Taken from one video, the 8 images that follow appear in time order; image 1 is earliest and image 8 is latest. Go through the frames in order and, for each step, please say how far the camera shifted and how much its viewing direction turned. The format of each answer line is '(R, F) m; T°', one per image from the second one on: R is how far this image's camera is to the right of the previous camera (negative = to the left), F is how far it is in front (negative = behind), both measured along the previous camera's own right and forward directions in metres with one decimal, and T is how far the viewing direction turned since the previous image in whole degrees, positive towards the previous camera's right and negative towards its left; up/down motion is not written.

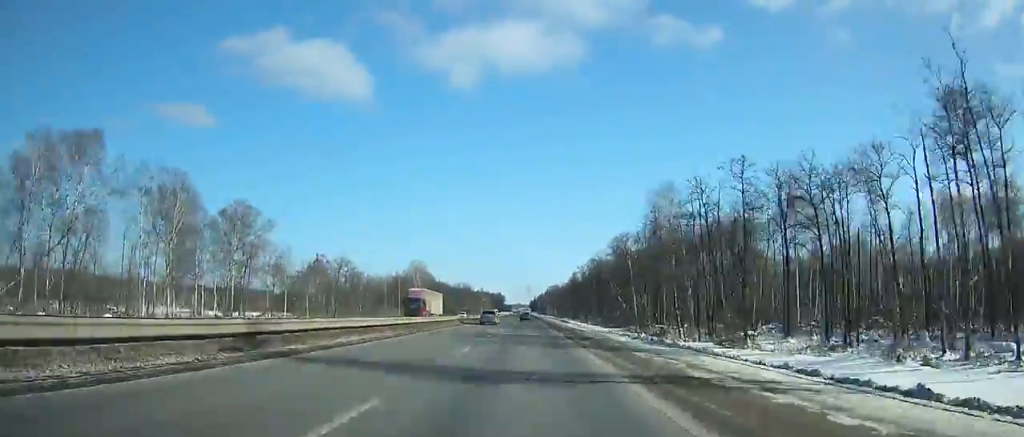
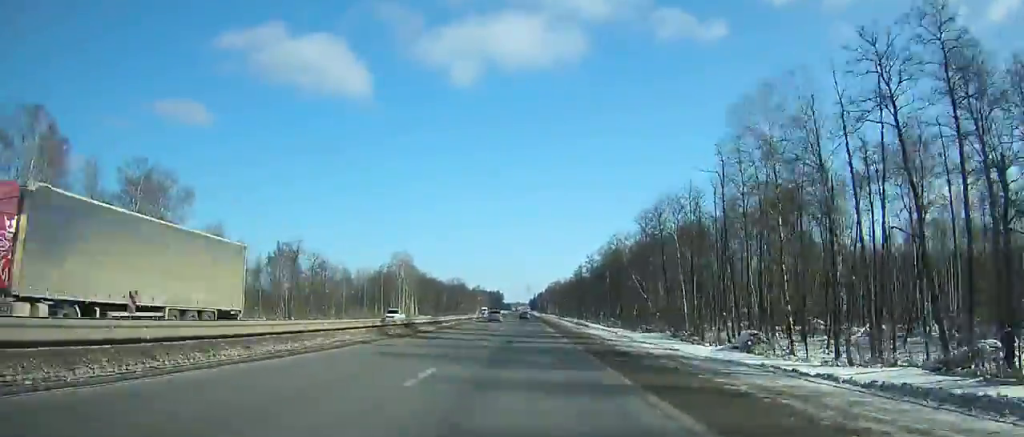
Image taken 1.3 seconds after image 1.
(+0.2, +30.2) m; 0°
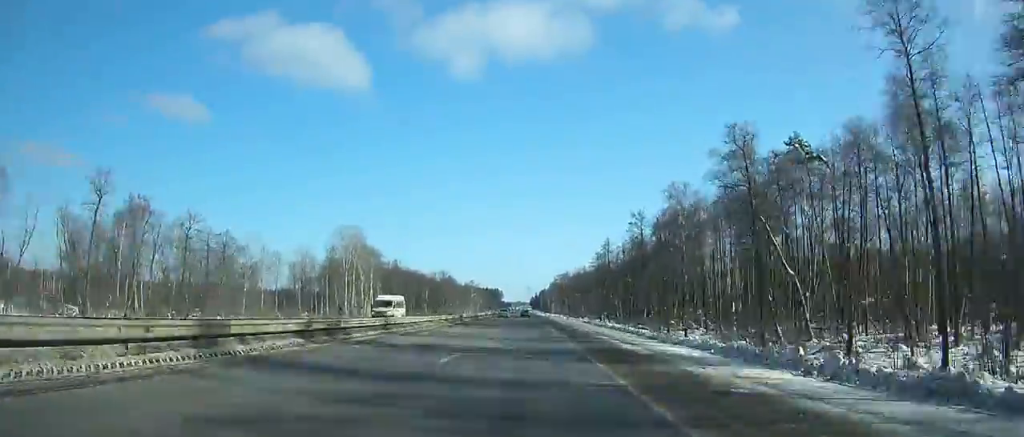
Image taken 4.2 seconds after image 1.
(-0.2, +68.0) m; 0°
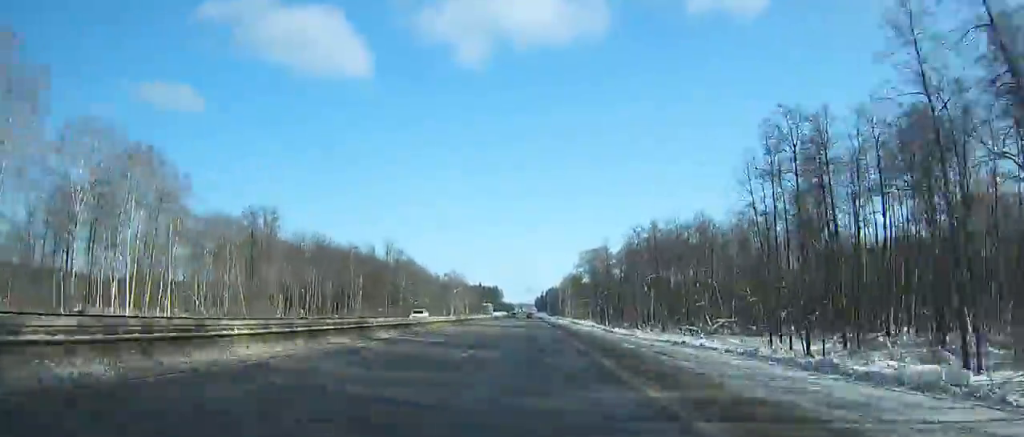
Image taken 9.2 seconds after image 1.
(+0.1, +120.3) m; 0°
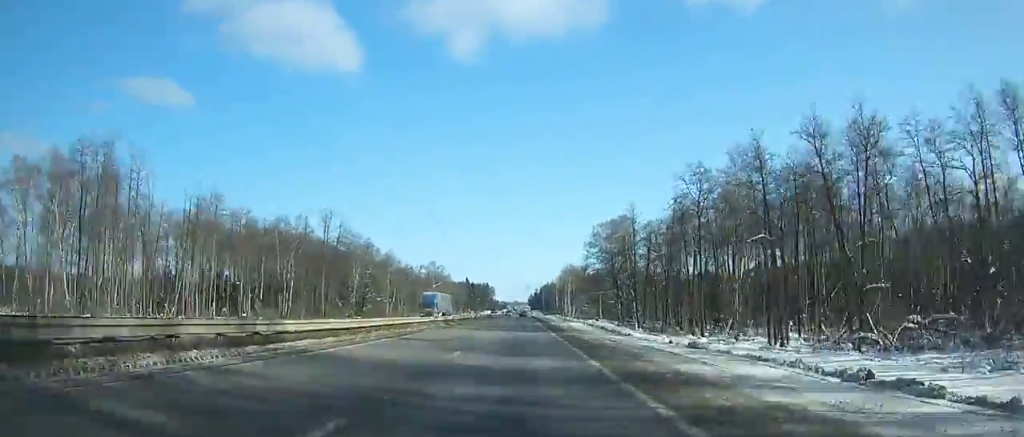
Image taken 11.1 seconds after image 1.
(+0.1, +46.4) m; 0°
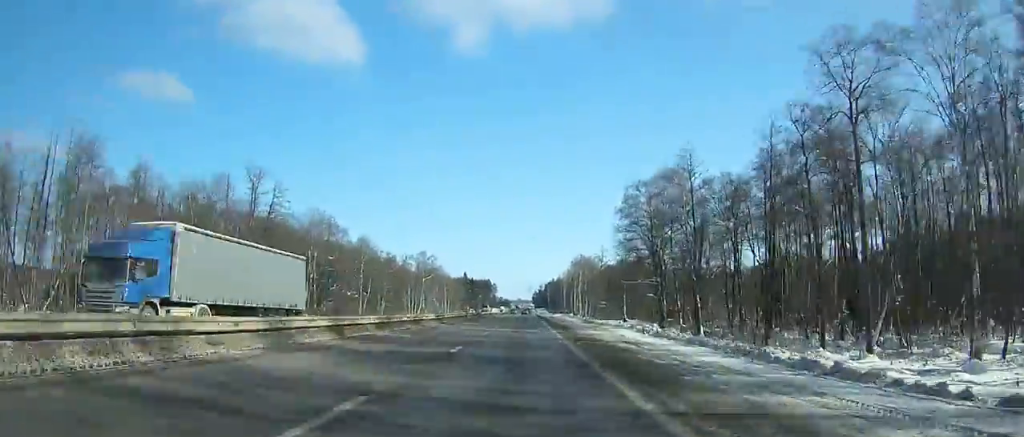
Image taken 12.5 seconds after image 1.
(-0.1, +34.2) m; 0°
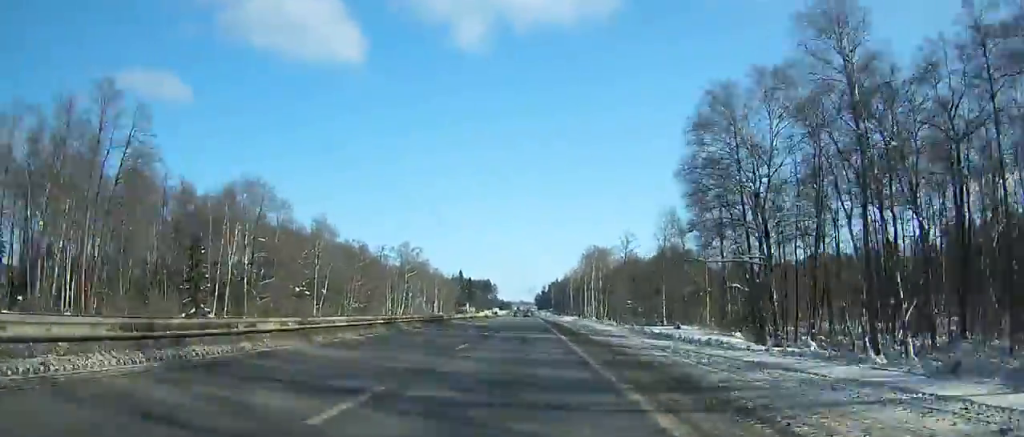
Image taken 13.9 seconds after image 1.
(-0.1, +34.3) m; 0°
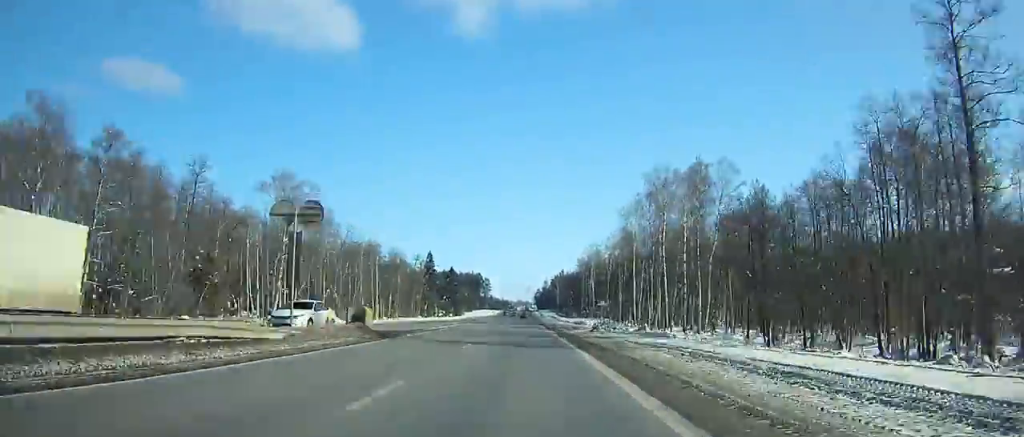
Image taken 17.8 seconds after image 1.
(+0.1, +94.8) m; 0°
